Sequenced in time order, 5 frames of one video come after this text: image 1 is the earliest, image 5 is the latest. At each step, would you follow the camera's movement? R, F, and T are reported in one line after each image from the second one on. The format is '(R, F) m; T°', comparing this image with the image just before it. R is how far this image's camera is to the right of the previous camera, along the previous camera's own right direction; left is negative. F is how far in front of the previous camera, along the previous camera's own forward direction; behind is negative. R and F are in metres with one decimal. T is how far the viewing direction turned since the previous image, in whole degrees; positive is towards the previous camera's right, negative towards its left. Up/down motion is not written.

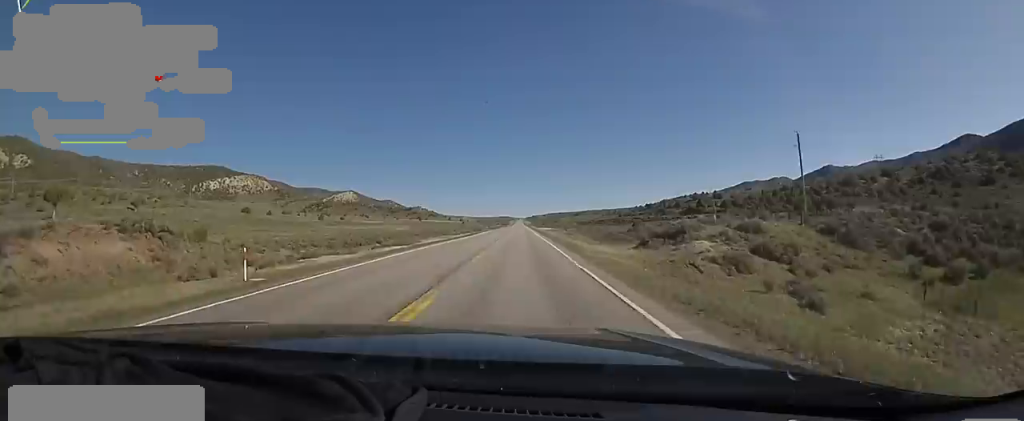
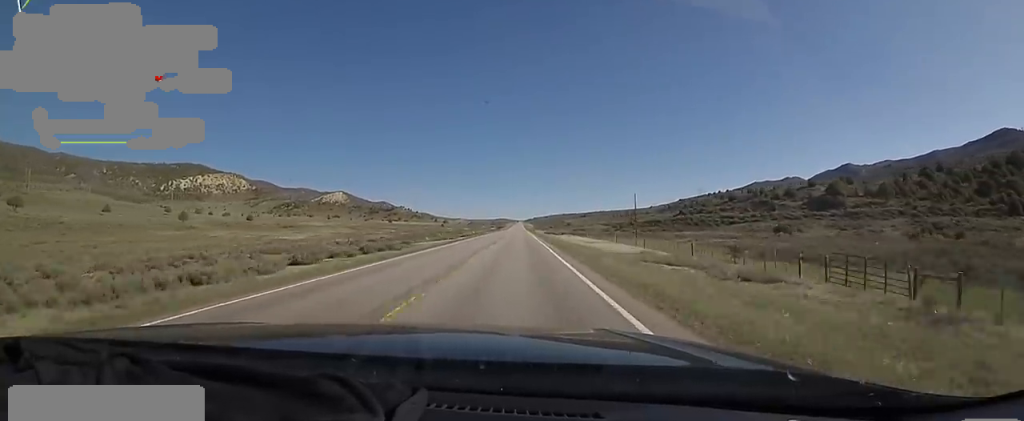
(-0.3, +122.8) m; -2°
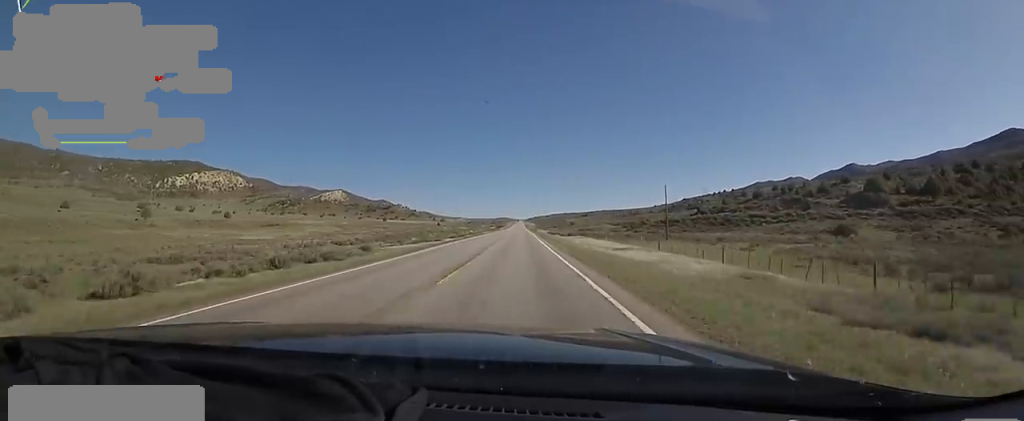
(0.0, +19.8) m; 0°
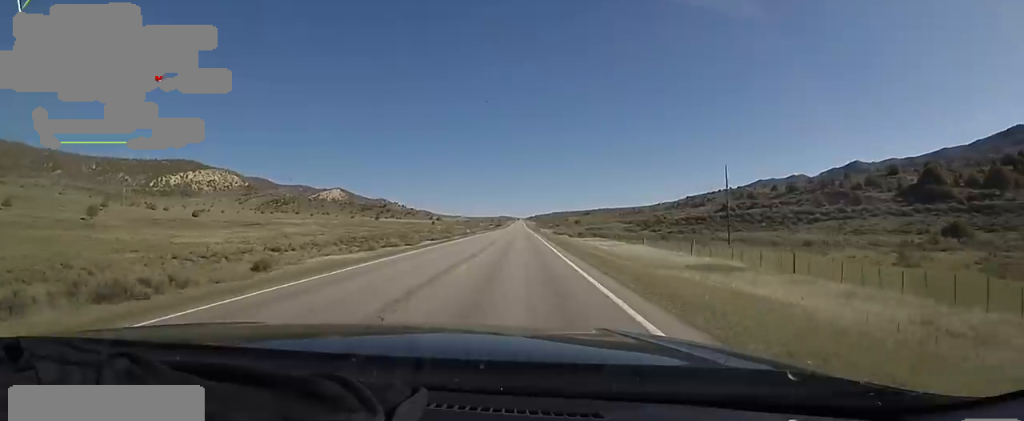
(0.0, +22.9) m; +2°
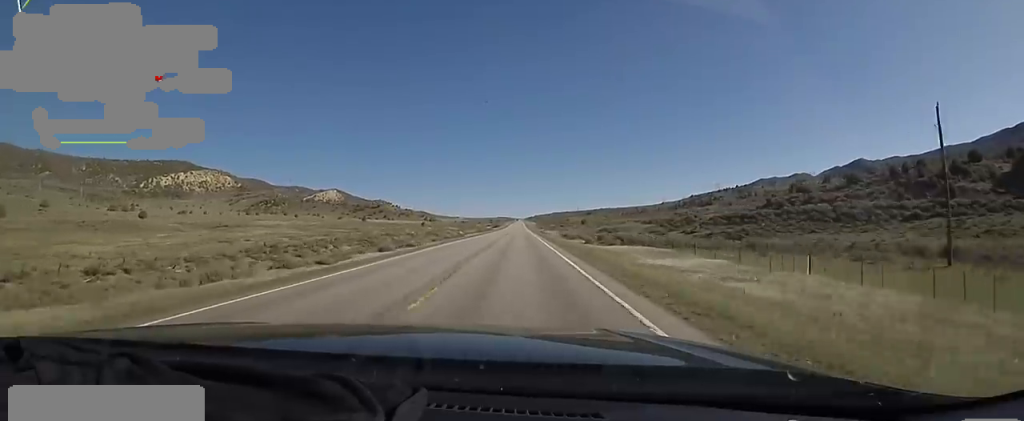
(+0.9, +30.1) m; 0°
